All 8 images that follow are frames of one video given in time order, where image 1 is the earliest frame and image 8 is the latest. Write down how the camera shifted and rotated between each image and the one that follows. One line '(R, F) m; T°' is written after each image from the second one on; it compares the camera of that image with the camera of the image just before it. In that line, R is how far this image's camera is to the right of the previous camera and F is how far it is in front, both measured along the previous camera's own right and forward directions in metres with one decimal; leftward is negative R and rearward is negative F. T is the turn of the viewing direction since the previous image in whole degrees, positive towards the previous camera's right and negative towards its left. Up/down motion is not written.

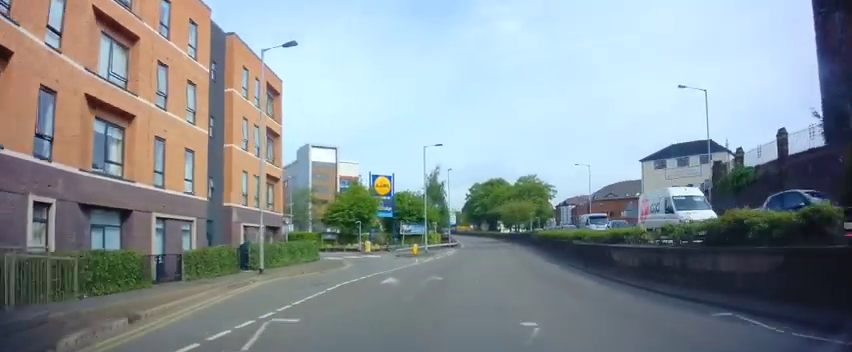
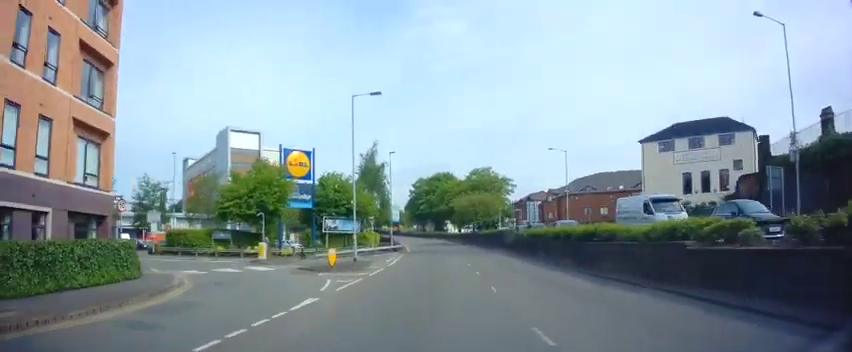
(+0.1, +16.0) m; +5°
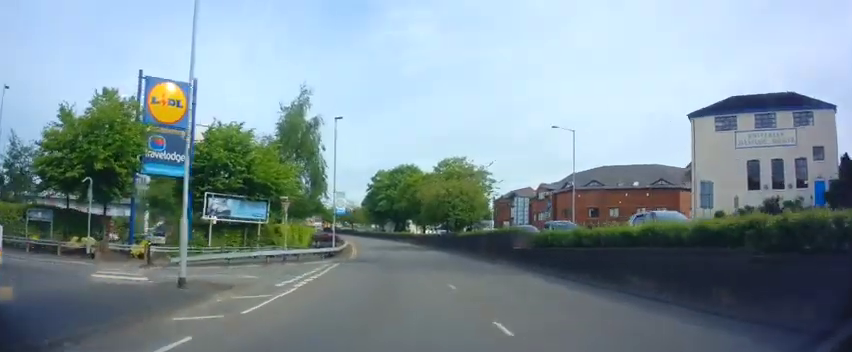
(+1.3, +17.3) m; +5°
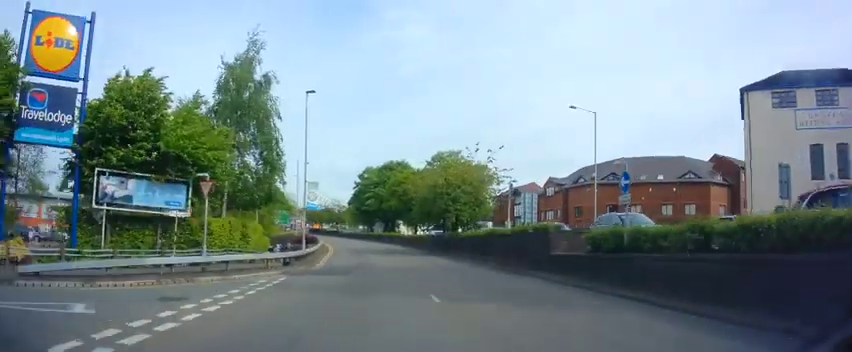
(-0.1, +8.4) m; +1°
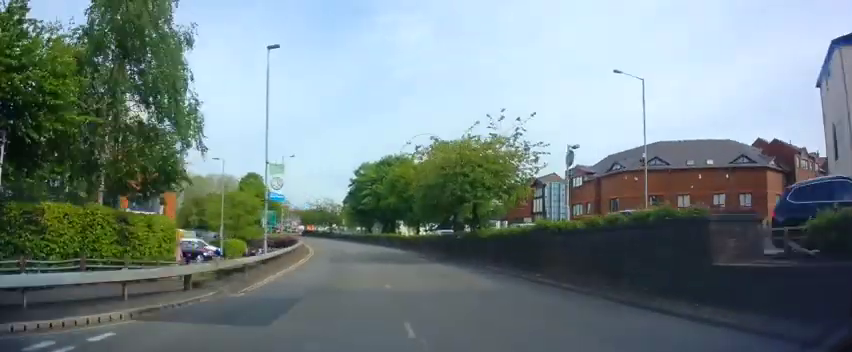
(+0.2, +9.6) m; +1°
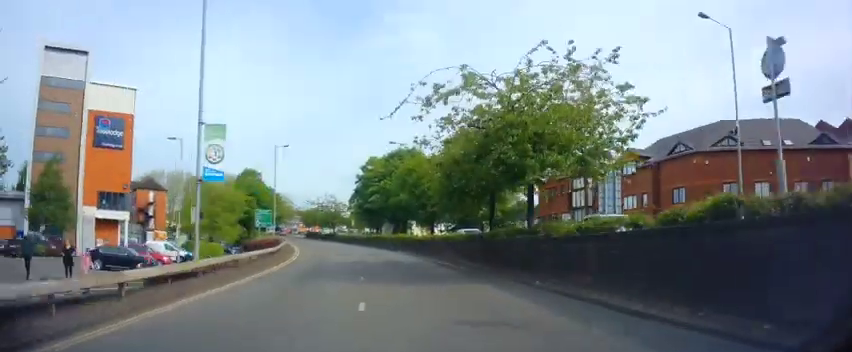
(+0.1, +9.7) m; 0°
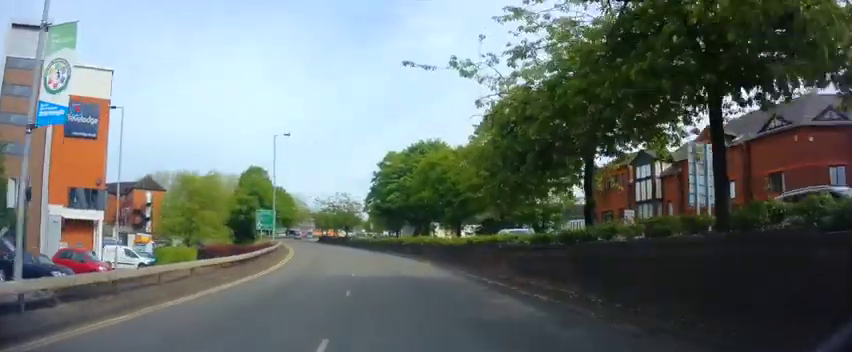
(+0.1, +9.3) m; -2°
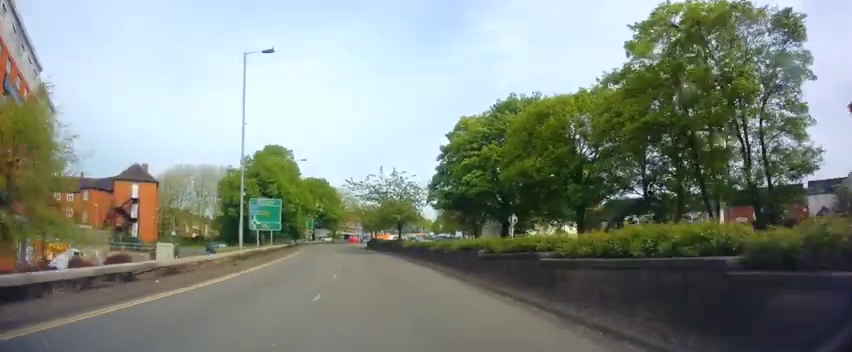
(-1.7, +26.0) m; -7°
